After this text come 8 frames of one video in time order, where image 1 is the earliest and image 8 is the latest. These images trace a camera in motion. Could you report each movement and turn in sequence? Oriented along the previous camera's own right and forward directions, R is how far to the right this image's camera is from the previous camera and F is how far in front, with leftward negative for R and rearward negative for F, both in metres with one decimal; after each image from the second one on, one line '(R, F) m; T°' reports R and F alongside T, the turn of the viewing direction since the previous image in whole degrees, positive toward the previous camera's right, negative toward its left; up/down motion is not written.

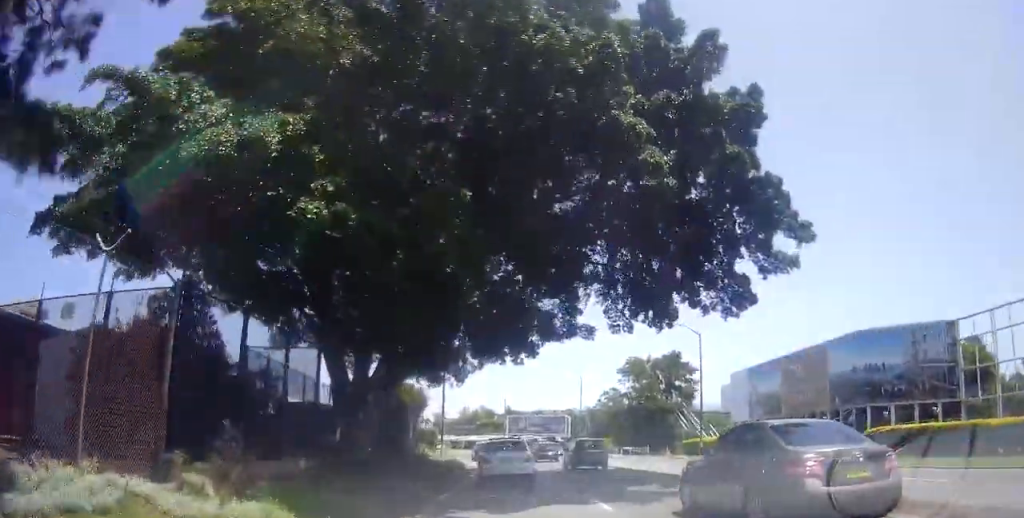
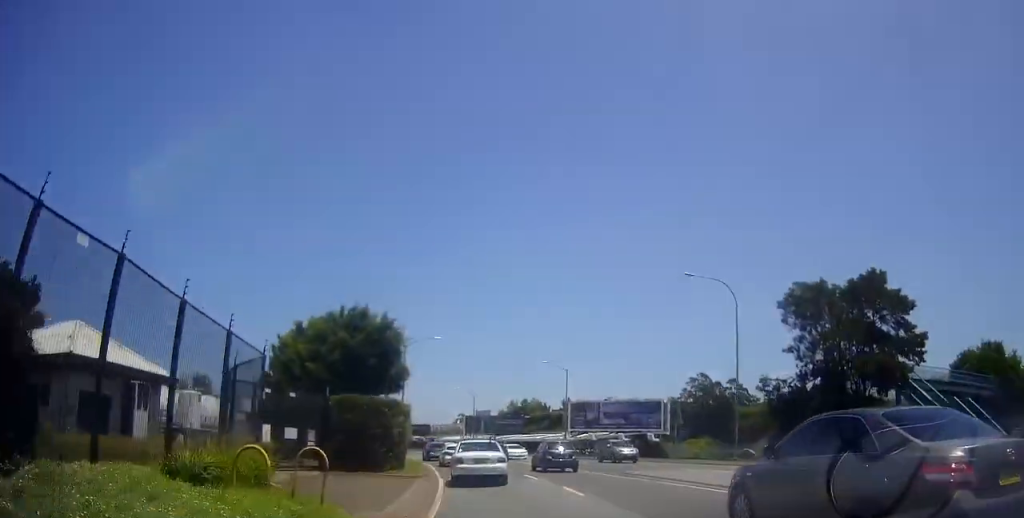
(-1.6, +41.2) m; -8°
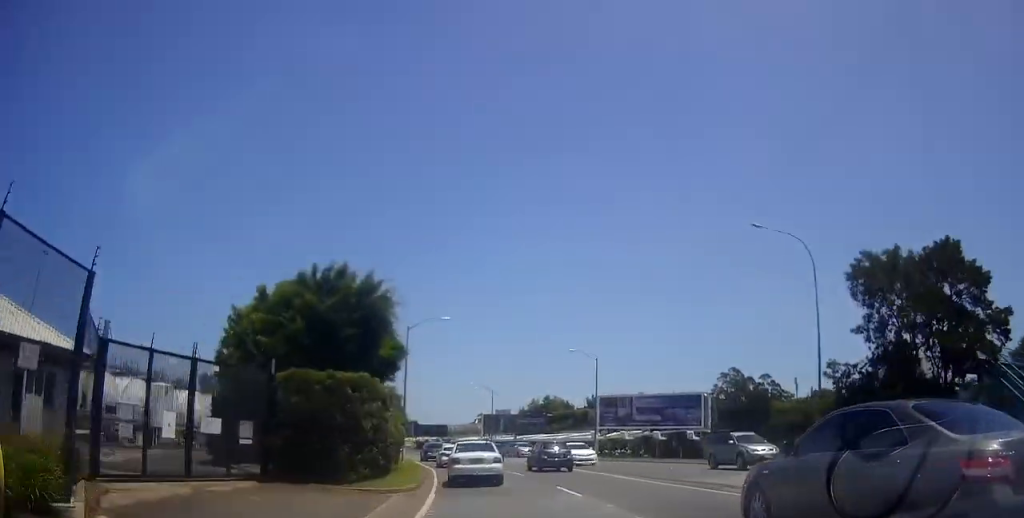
(+0.1, +7.9) m; -3°
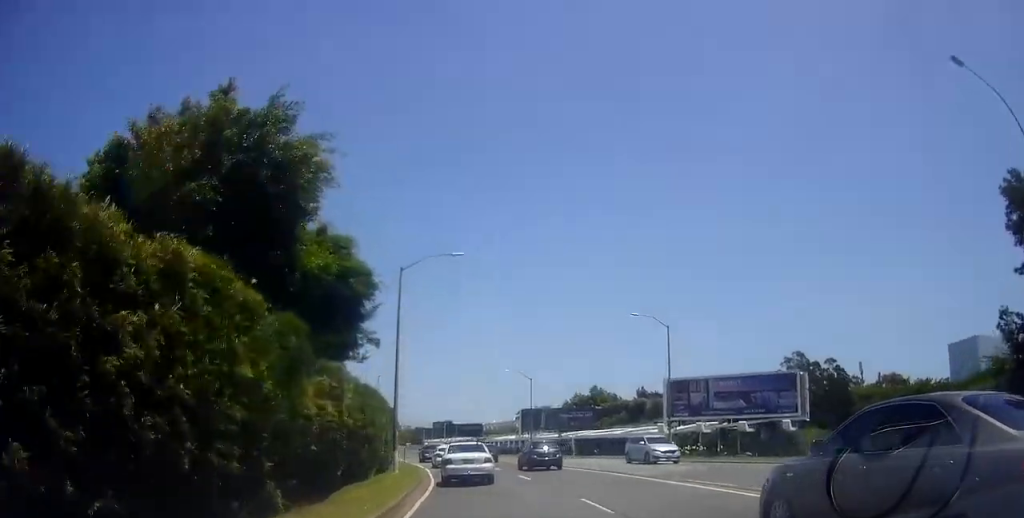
(-0.9, +14.1) m; -4°
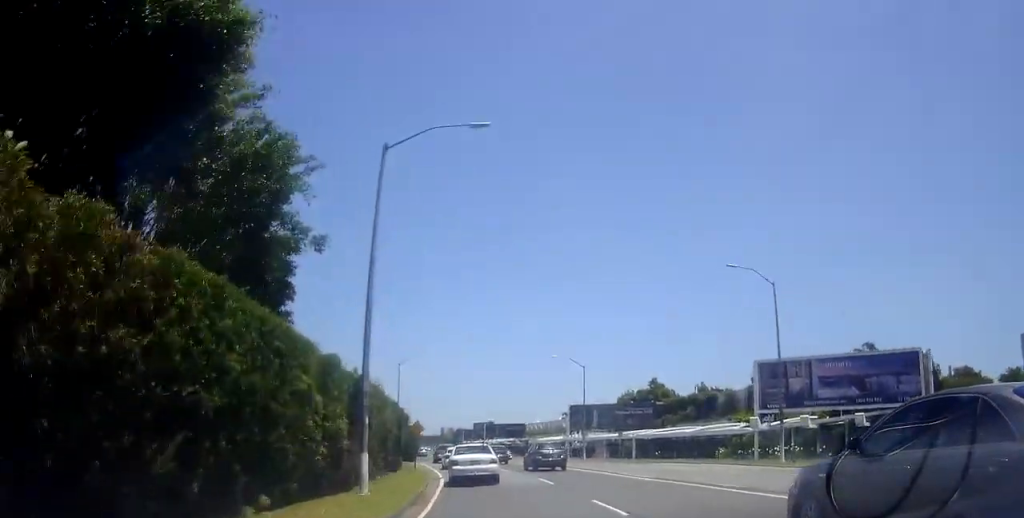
(0.0, +12.0) m; 0°
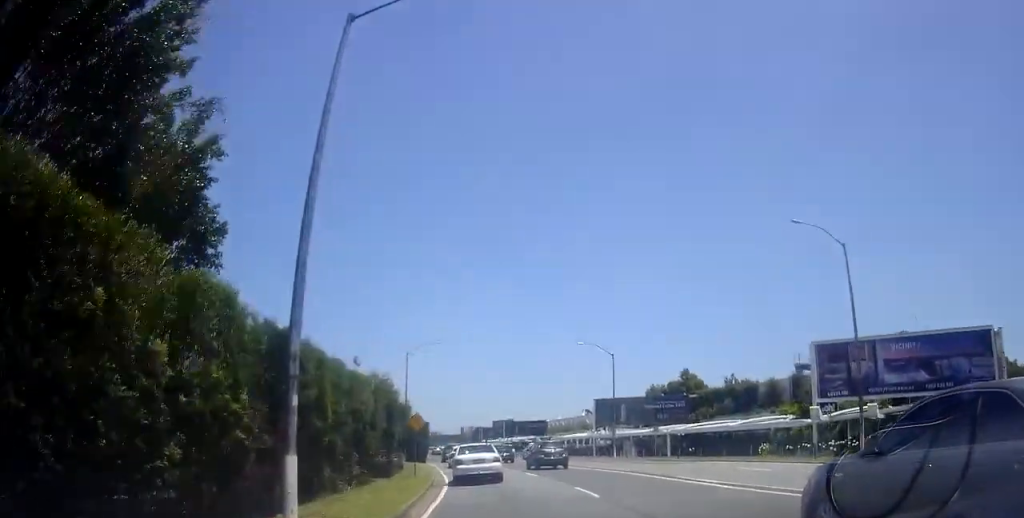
(0.0, +6.0) m; 0°
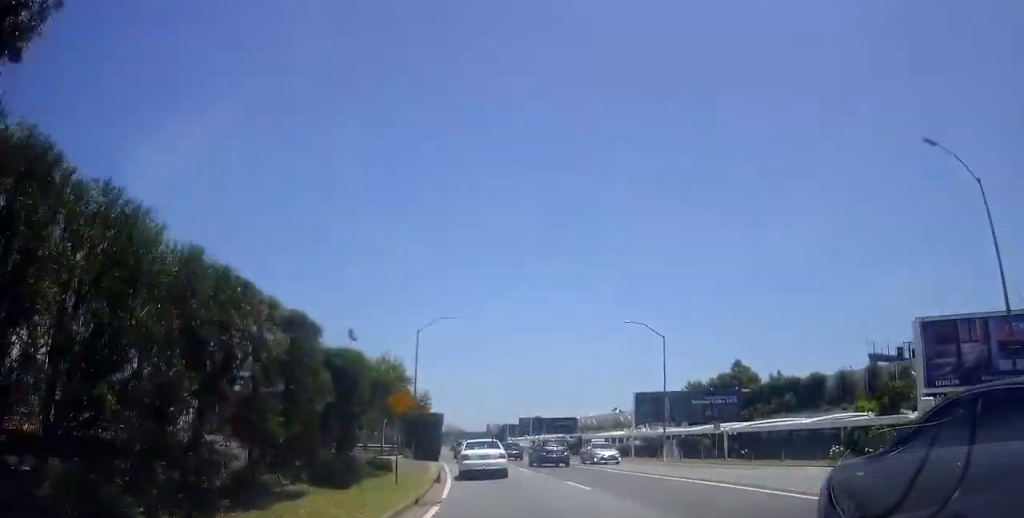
(0.0, +8.6) m; 0°
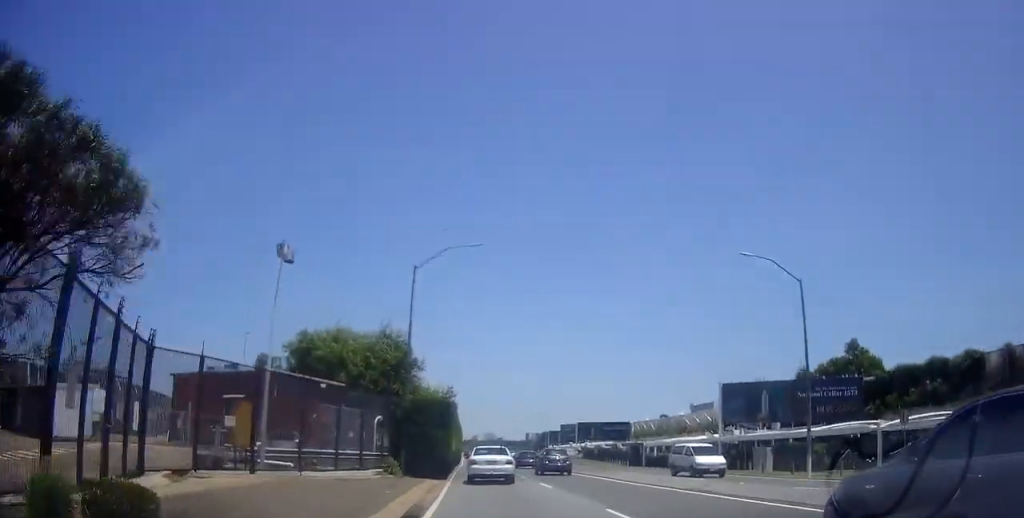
(0.0, +16.9) m; -4°
